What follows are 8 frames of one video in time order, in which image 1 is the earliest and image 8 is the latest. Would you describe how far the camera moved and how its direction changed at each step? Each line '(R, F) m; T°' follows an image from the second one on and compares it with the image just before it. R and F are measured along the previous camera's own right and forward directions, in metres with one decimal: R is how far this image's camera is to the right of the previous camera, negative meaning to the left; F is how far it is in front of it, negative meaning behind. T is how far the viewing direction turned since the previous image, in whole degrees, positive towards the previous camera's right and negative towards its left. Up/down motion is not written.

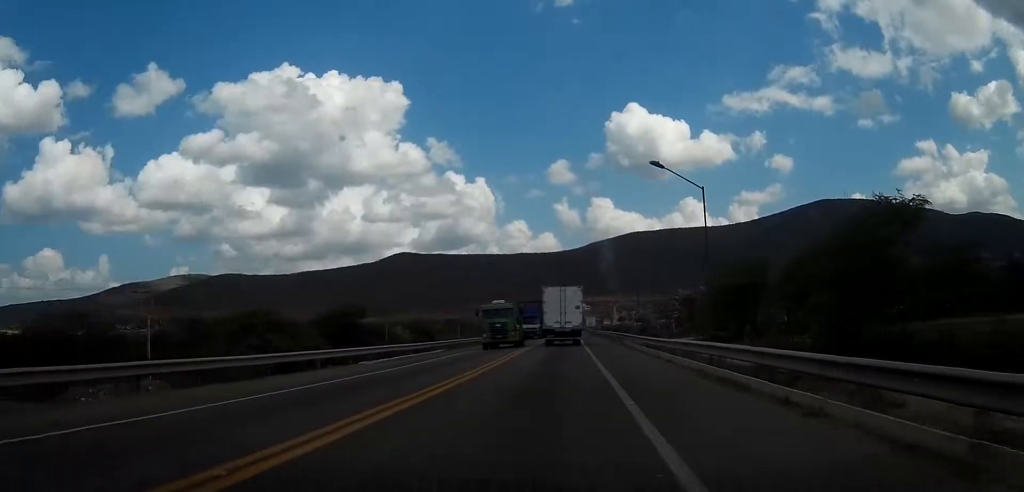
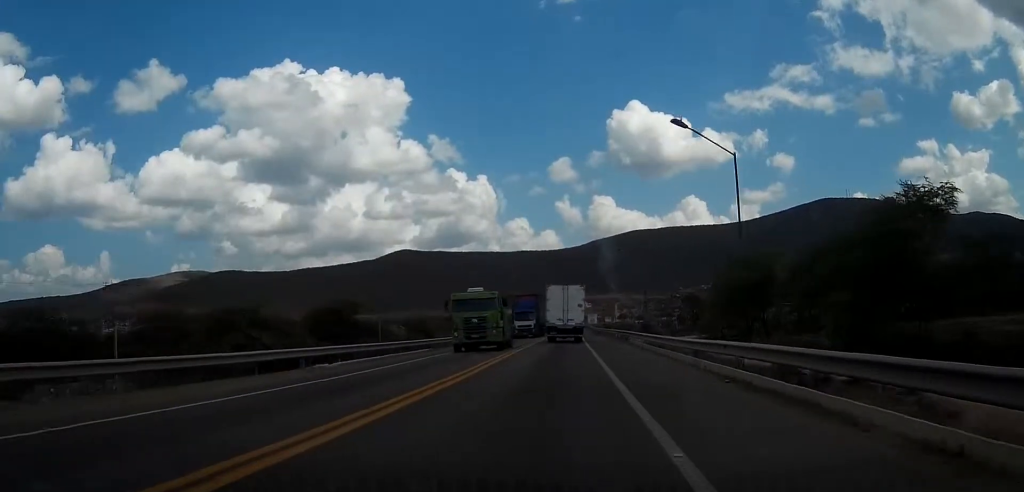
(0.0, +5.7) m; 0°
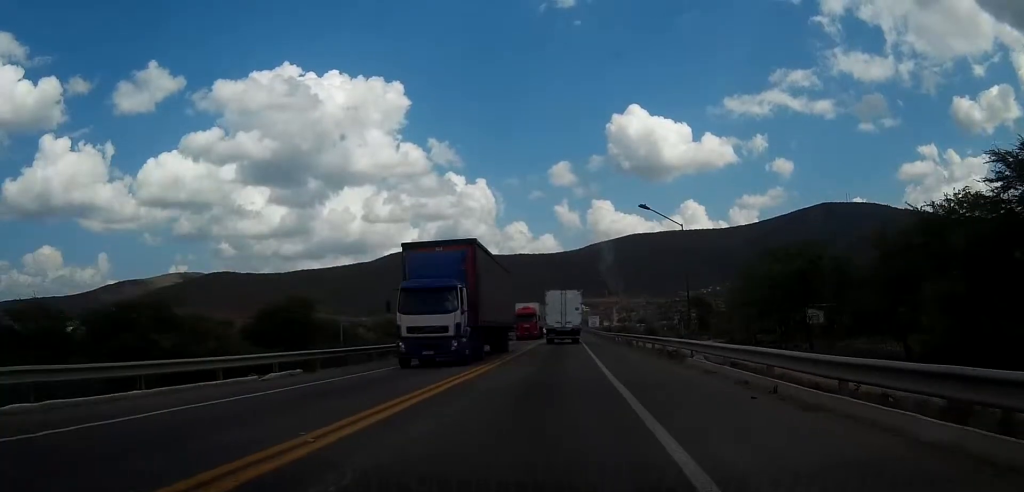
(+0.3, +22.3) m; +1°
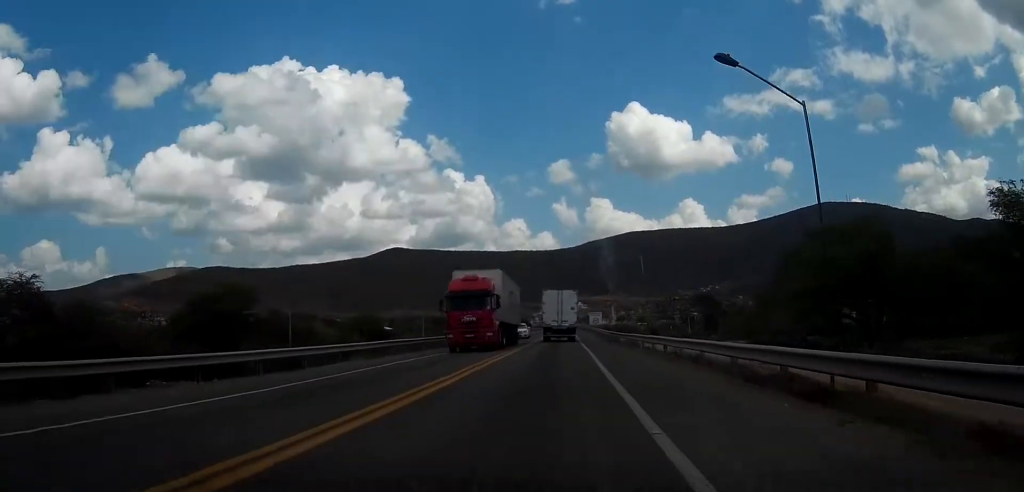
(0.0, +21.3) m; 0°
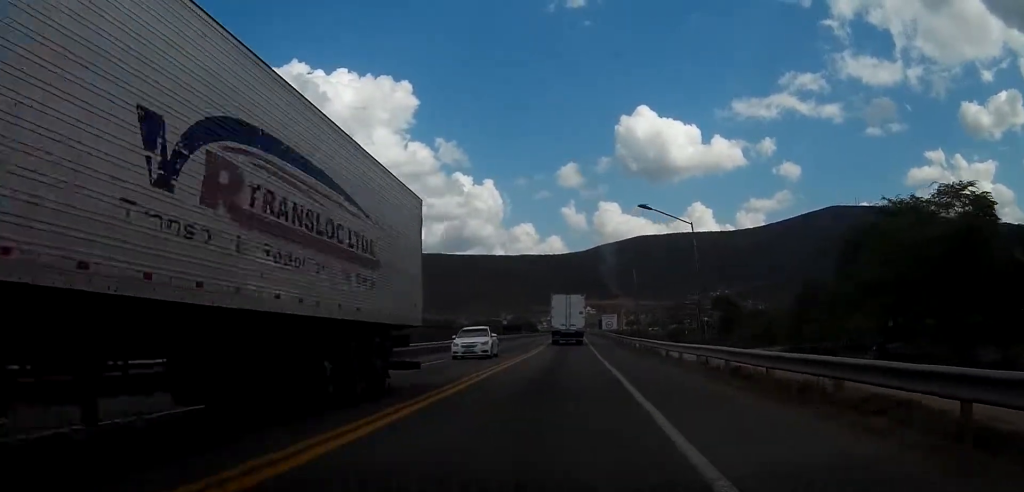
(-0.1, +18.2) m; -1°
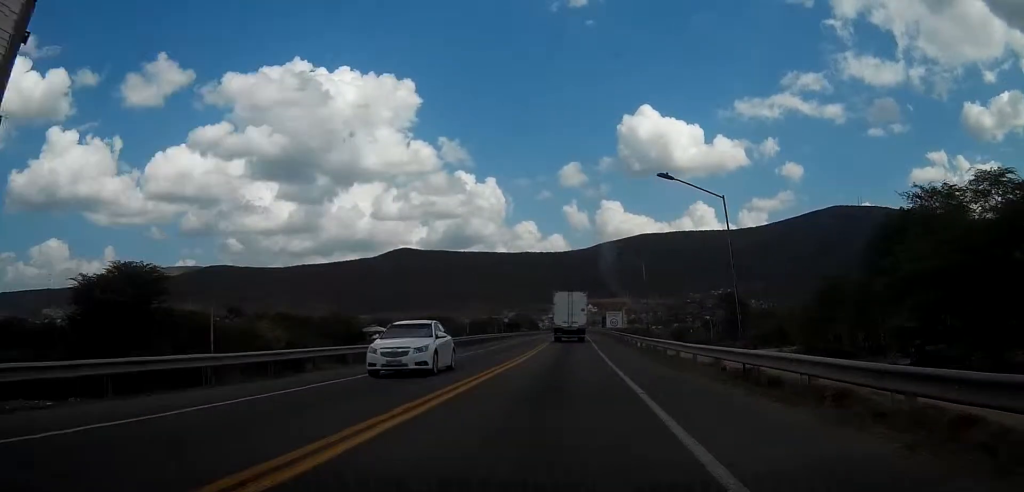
(0.0, +6.6) m; 0°
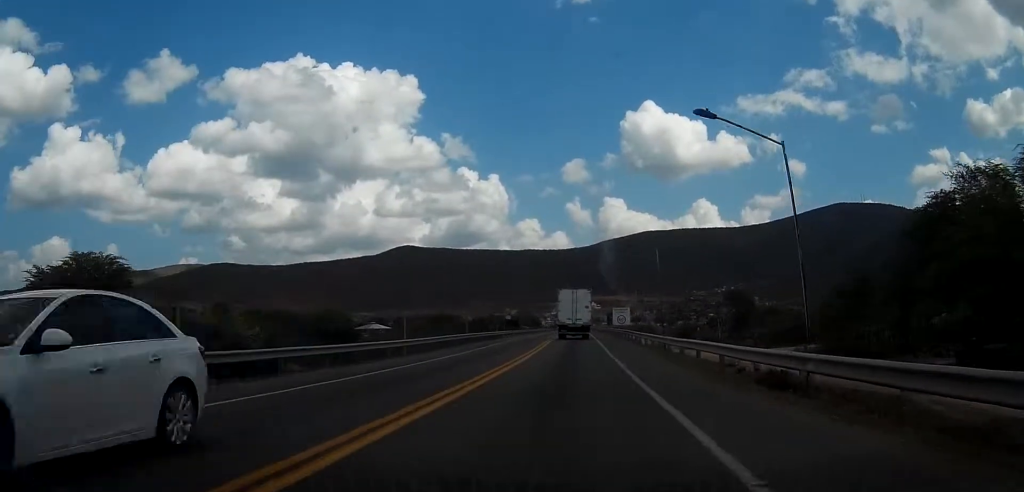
(-0.1, +7.5) m; 0°
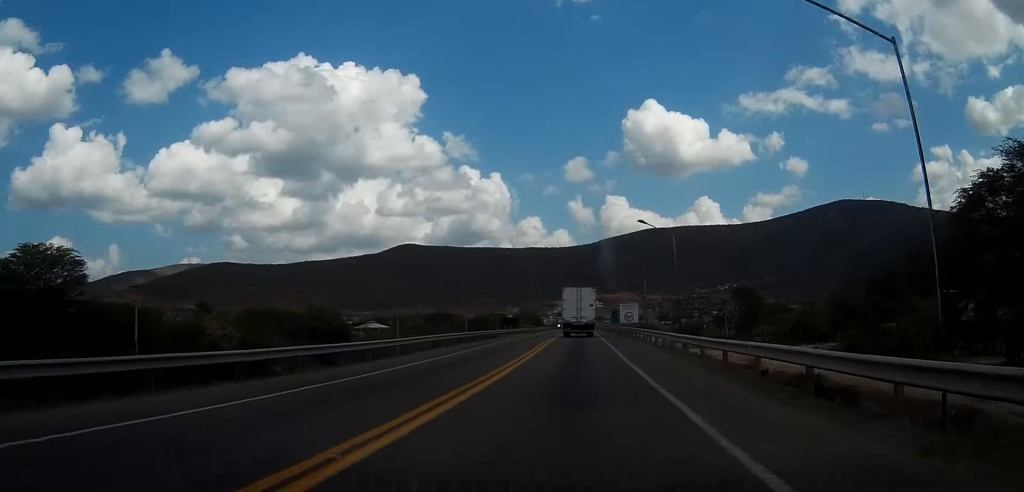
(+0.1, +7.6) m; 0°
